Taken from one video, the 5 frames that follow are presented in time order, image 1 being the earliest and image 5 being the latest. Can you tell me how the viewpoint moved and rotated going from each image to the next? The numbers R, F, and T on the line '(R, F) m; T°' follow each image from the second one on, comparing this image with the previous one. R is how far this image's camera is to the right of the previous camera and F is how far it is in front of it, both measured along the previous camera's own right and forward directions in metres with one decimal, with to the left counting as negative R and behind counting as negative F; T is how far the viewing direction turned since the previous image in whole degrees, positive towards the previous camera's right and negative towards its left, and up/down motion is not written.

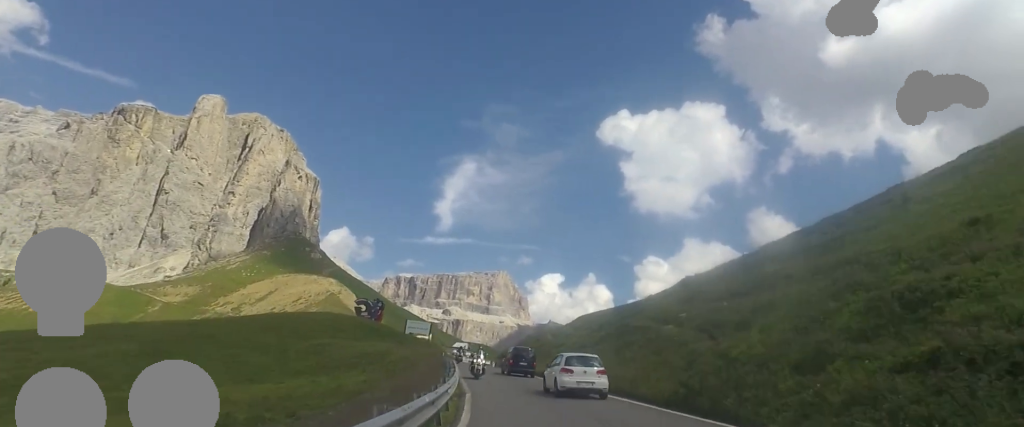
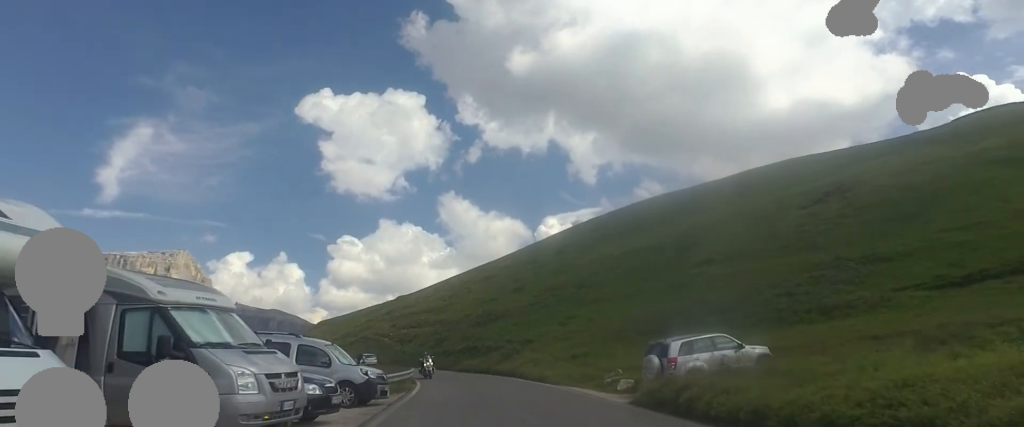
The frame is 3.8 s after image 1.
(+14.5, +47.7) m; +23°
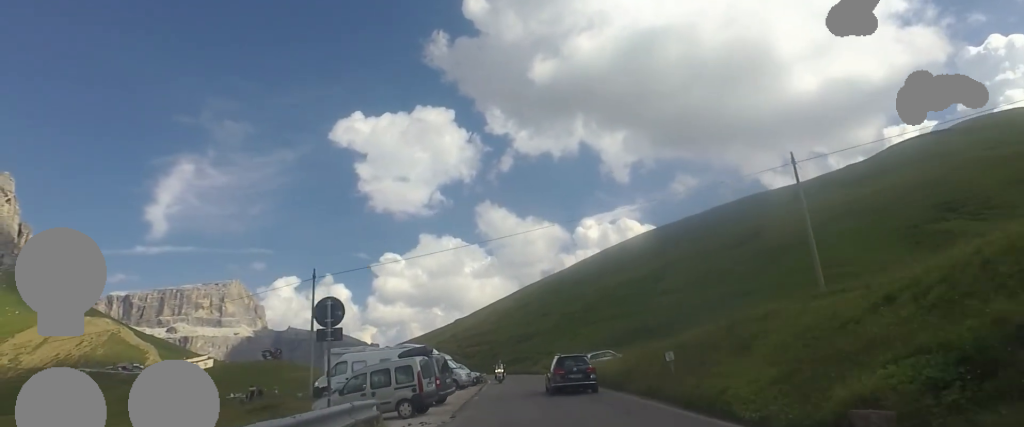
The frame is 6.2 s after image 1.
(-1.1, +30.7) m; 0°
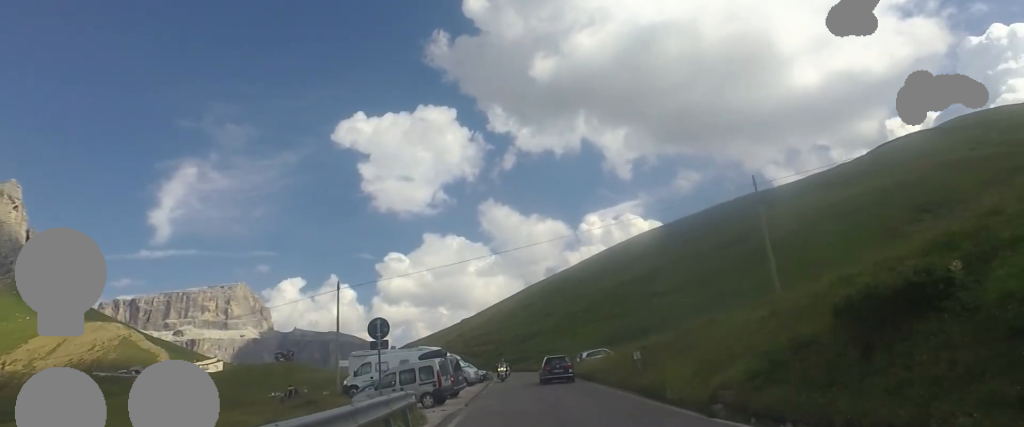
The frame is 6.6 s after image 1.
(+0.6, +4.9) m; -1°
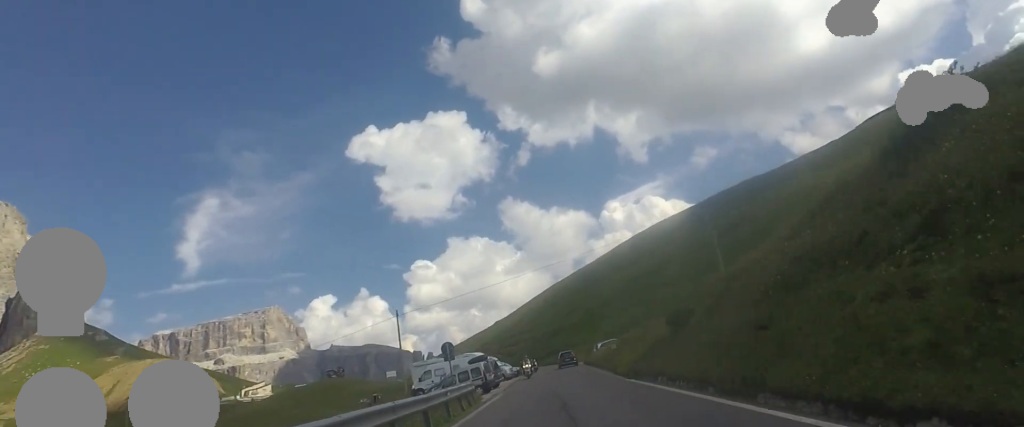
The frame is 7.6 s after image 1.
(-1.7, +12.1) m; -14°
